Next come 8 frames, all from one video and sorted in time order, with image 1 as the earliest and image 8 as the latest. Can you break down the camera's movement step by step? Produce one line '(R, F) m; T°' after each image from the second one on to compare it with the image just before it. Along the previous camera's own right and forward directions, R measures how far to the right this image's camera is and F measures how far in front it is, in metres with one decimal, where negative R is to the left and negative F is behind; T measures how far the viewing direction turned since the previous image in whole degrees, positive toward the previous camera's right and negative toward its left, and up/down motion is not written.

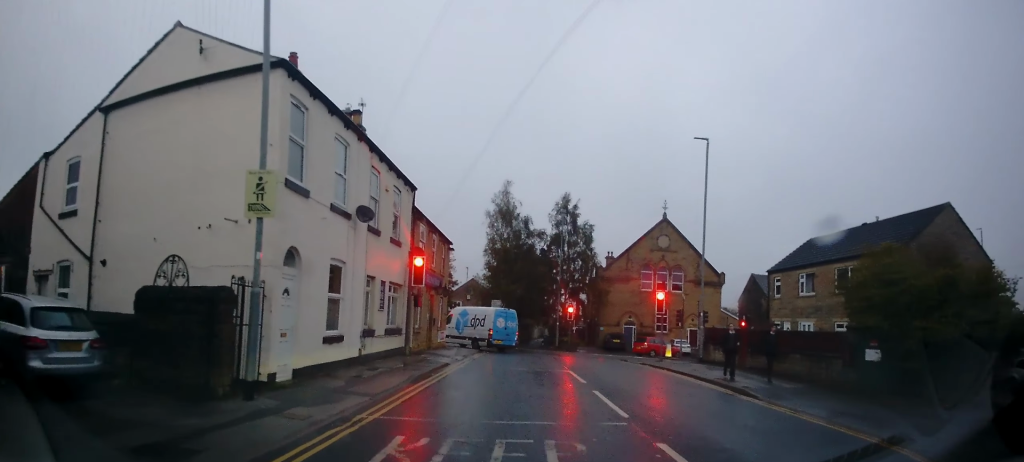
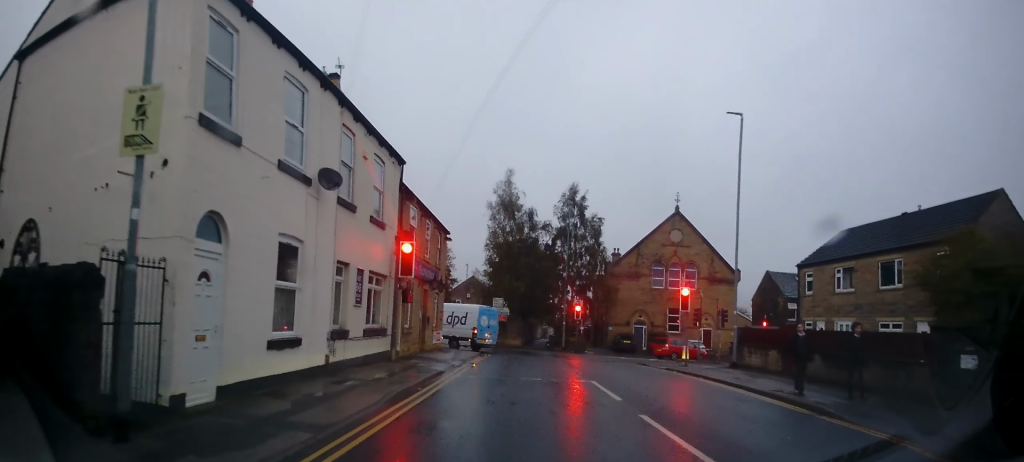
(0.0, +3.4) m; +1°
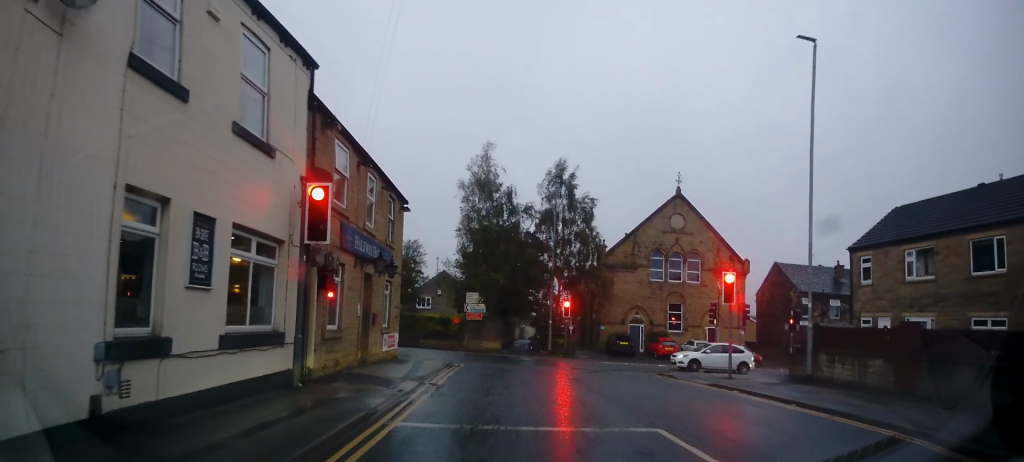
(+0.2, +6.2) m; +3°
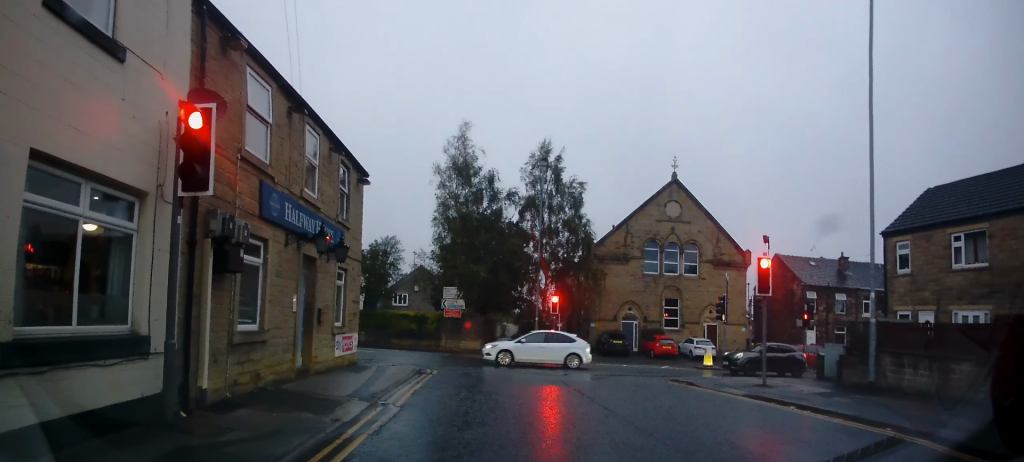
(-0.1, +3.2) m; -3°
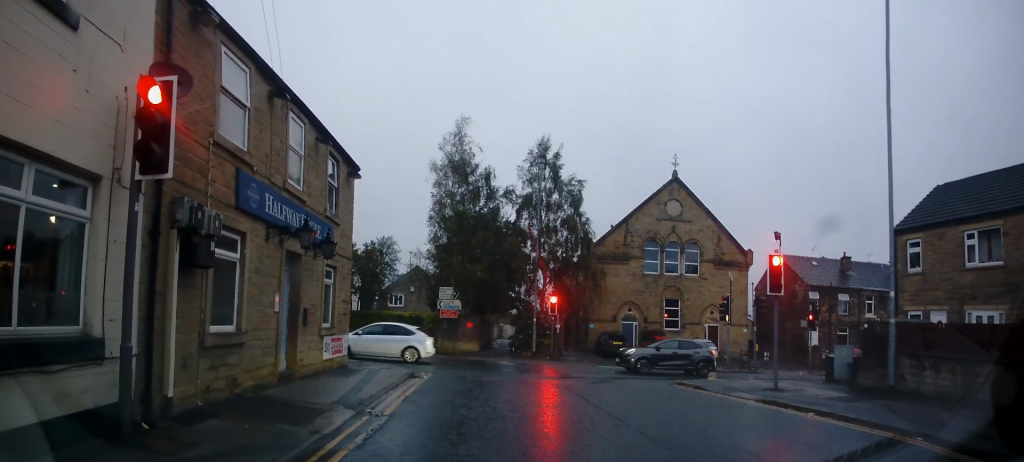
(+0.1, +0.6) m; 0°
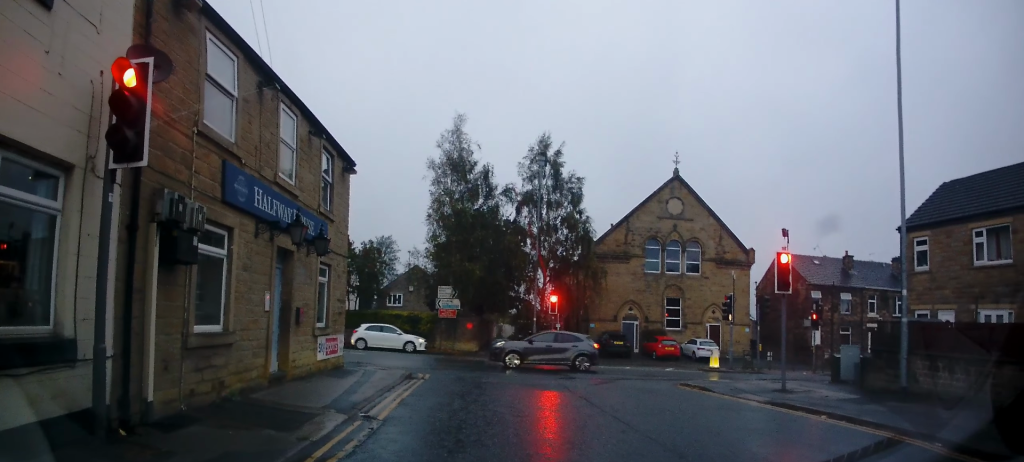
(+0.3, +0.2) m; 0°
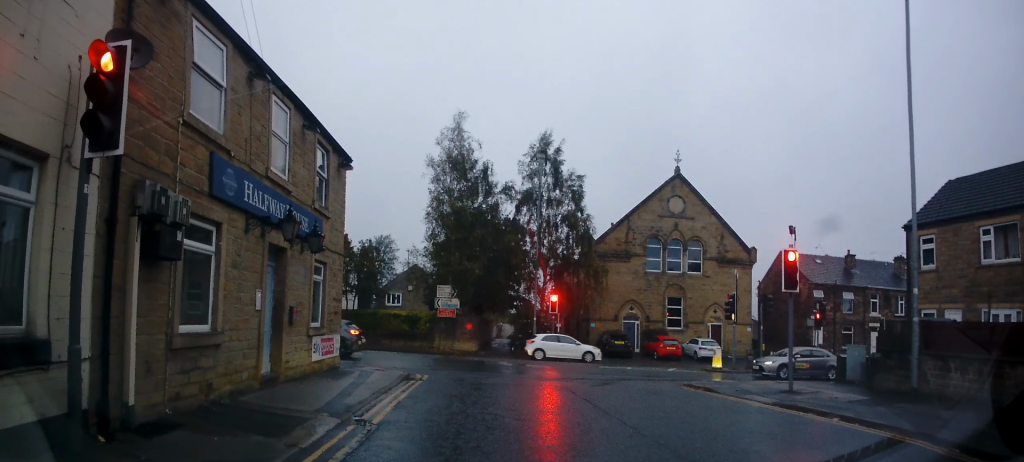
(-0.1, +0.3) m; 0°
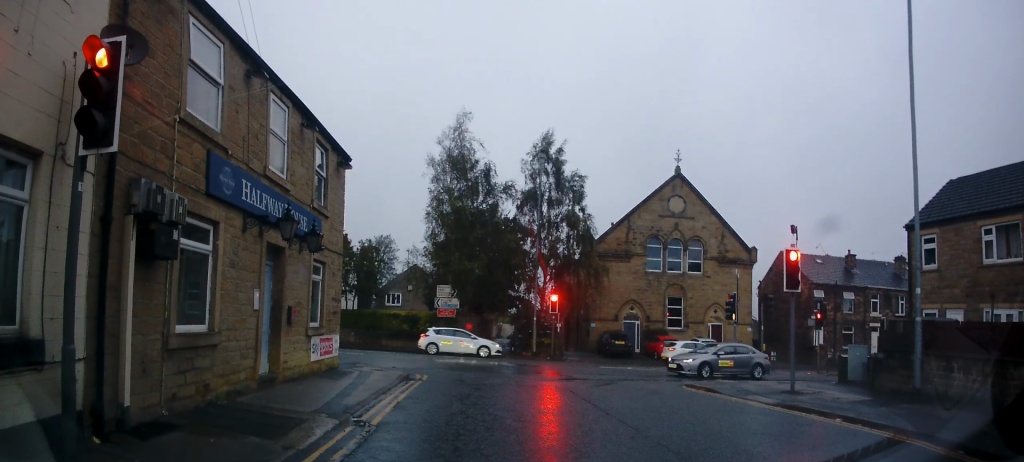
(0.0, 0.0) m; 0°
